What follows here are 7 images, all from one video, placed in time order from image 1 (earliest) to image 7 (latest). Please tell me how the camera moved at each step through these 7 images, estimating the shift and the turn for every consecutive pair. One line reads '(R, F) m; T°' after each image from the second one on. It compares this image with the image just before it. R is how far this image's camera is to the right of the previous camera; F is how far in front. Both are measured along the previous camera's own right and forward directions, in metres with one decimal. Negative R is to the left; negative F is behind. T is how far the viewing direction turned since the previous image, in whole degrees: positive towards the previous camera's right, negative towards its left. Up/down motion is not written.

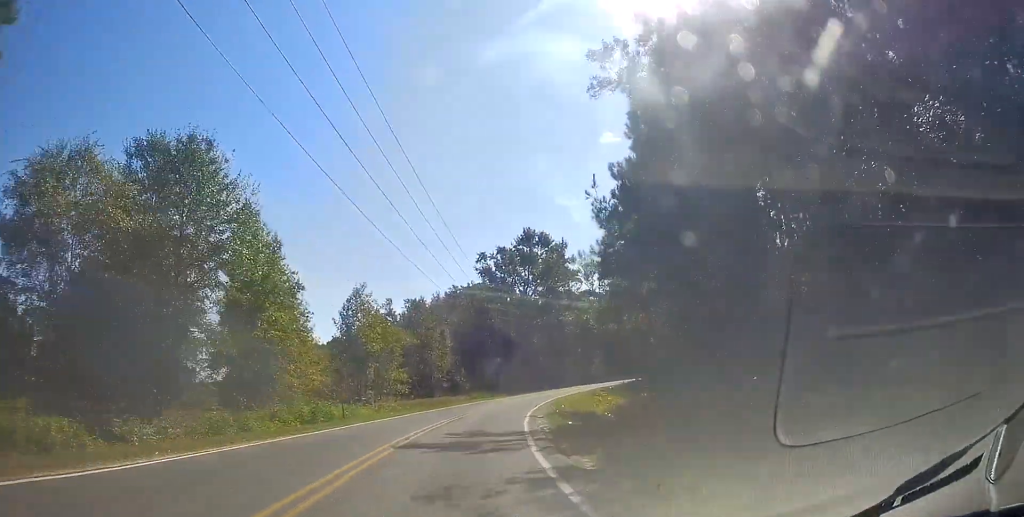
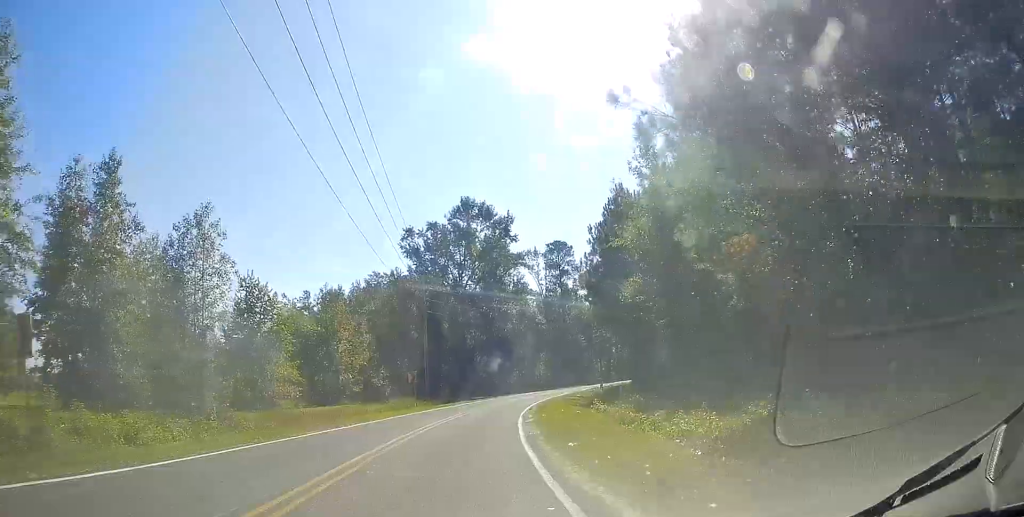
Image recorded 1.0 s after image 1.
(+0.3, +18.3) m; +7°
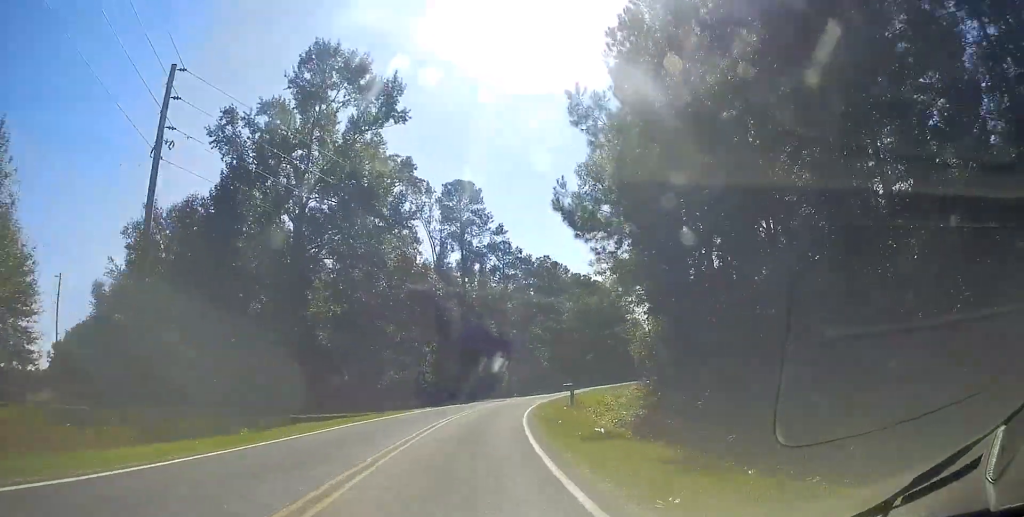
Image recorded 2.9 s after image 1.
(+6.6, +32.2) m; +20°
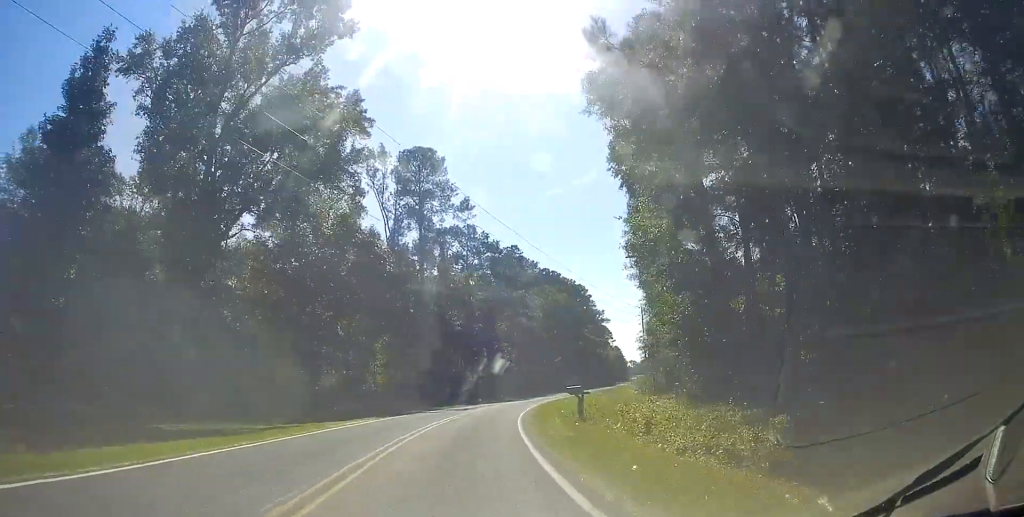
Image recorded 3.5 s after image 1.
(+0.2, +10.1) m; +4°
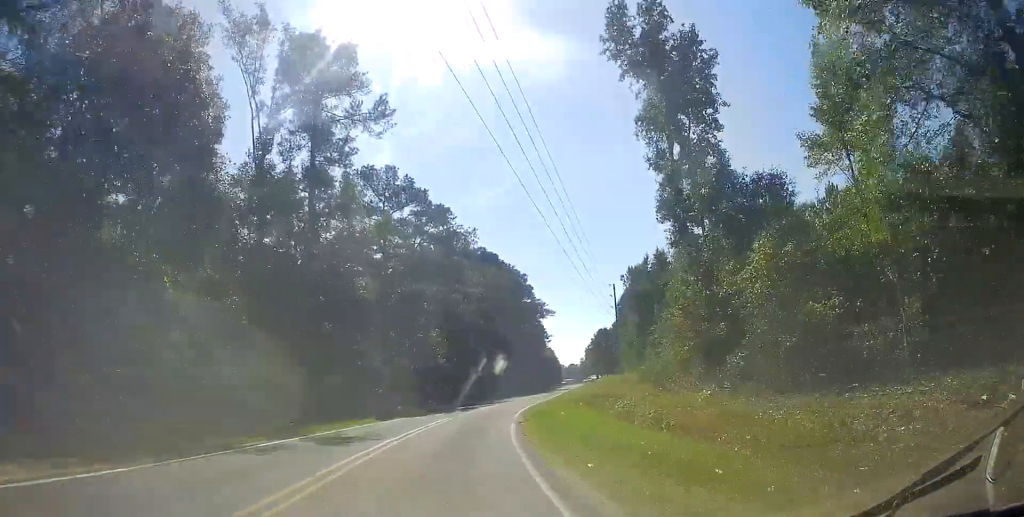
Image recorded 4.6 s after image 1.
(+1.5, +20.8) m; +9°
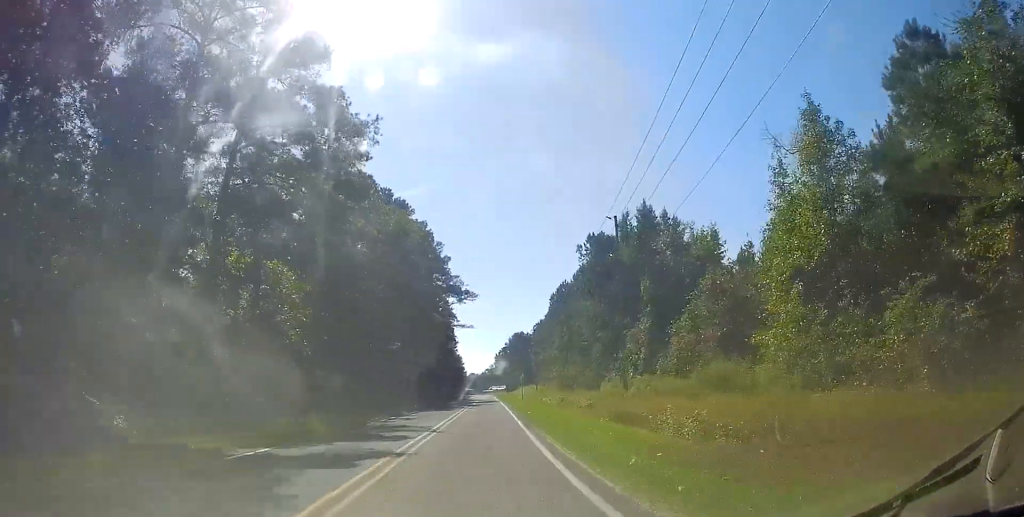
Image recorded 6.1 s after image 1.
(+5.2, +30.6) m; +16°
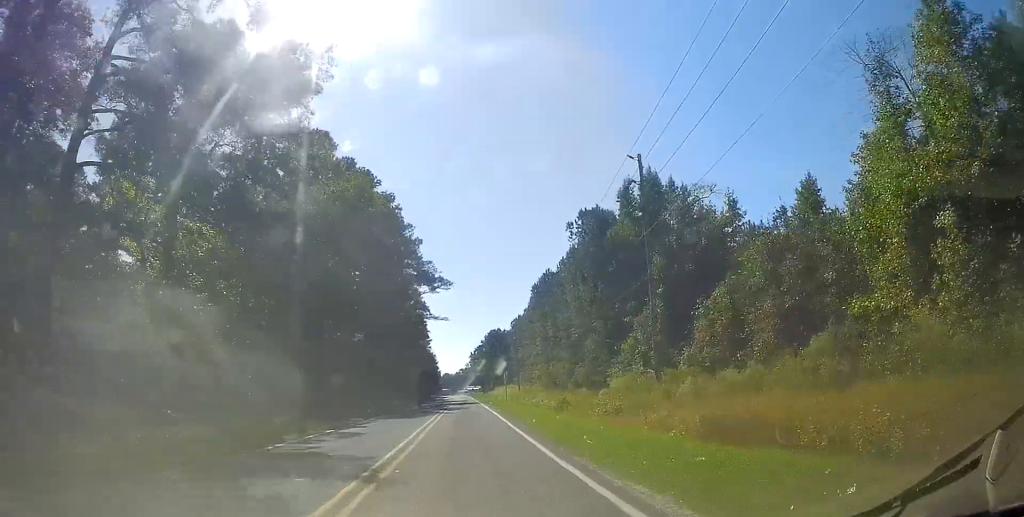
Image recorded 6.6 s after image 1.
(+0.4, +10.3) m; +2°
